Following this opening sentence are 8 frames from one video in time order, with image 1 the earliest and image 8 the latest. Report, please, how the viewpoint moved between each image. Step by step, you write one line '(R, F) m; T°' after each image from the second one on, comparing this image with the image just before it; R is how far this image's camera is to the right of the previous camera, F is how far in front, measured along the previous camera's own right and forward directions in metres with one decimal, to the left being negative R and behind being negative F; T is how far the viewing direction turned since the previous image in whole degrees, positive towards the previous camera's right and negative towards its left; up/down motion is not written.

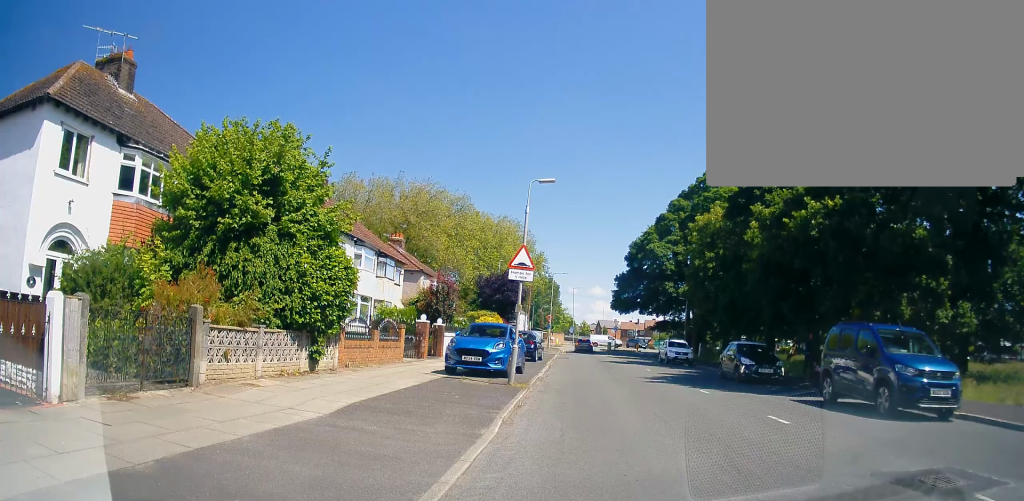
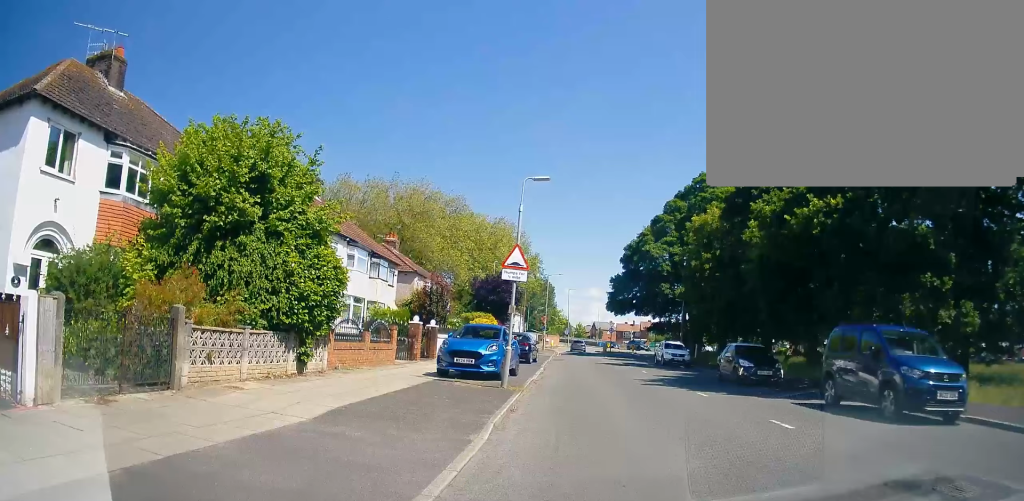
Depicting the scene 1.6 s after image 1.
(-0.1, +0.2) m; 0°
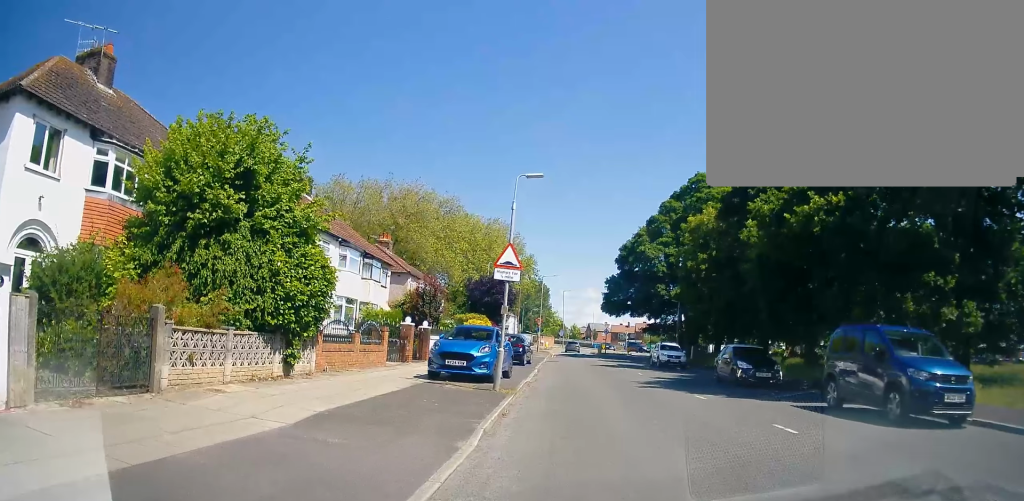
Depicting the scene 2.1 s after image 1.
(0.0, +0.1) m; 0°
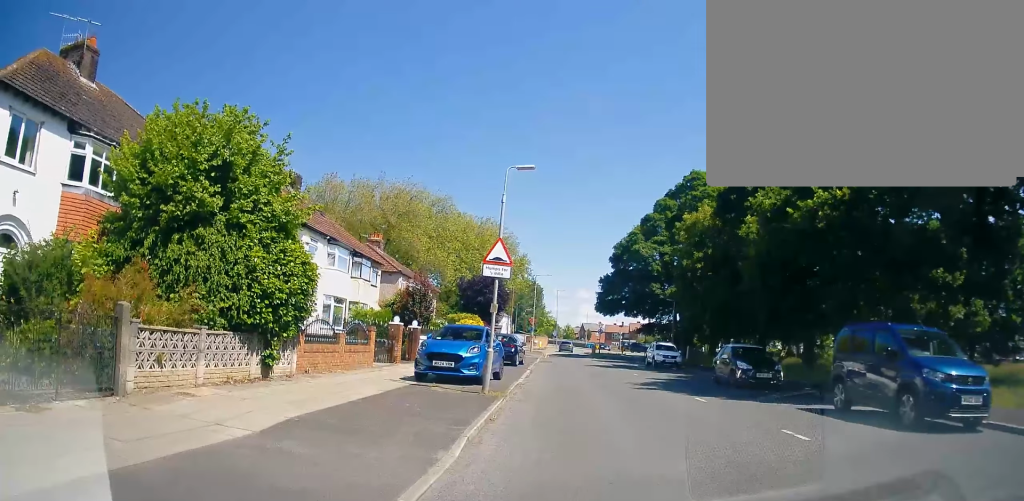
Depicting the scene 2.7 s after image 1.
(0.0, +0.3) m; 0°
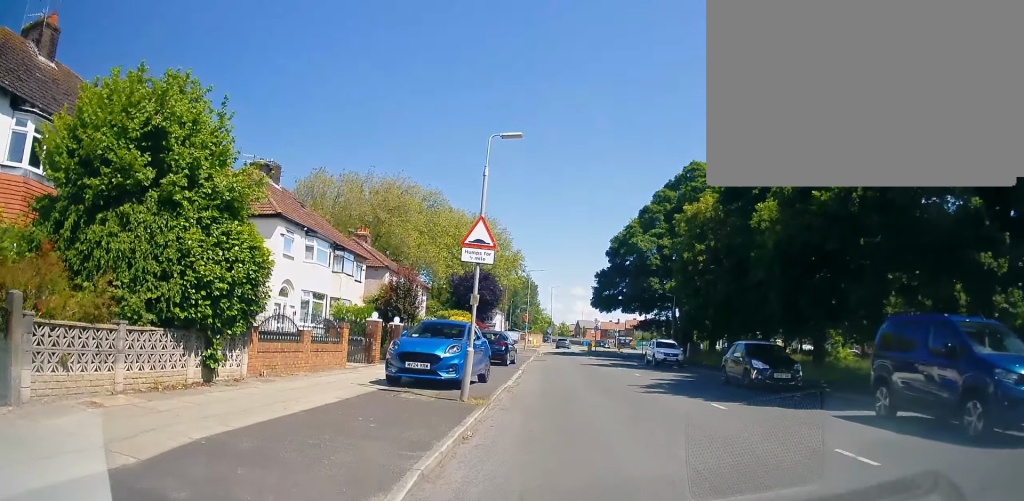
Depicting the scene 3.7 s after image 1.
(+0.1, +1.1) m; 0°
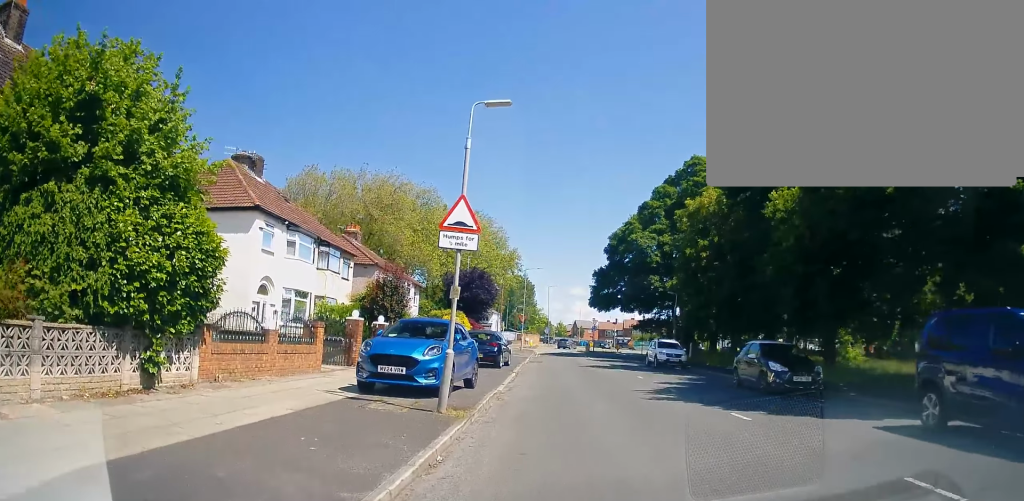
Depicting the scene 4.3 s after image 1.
(0.0, +1.1) m; 0°
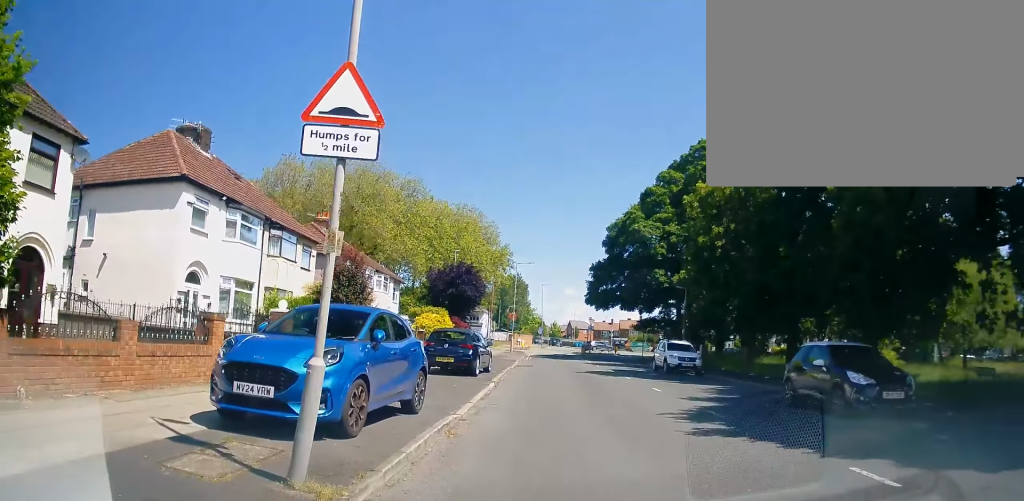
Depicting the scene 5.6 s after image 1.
(0.0, +4.2) m; 0°
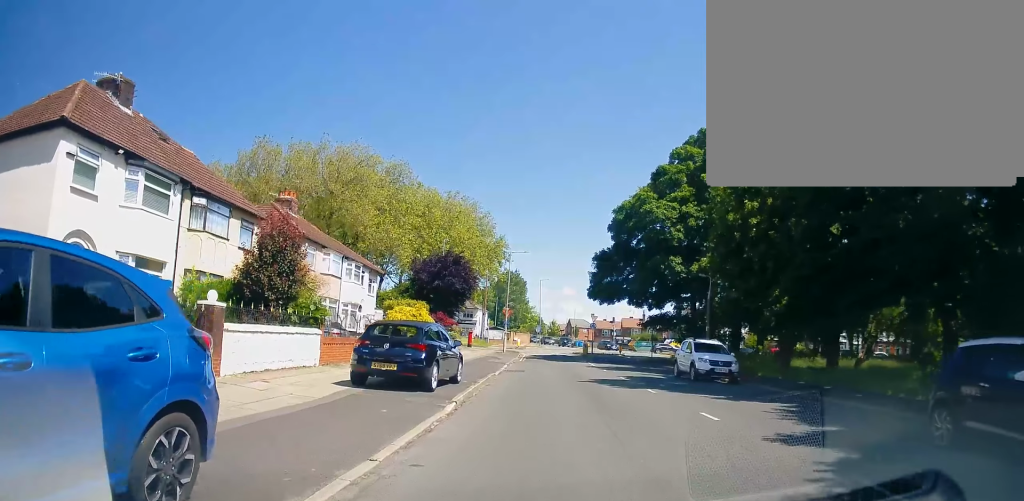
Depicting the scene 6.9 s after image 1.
(-0.2, +5.7) m; -4°
